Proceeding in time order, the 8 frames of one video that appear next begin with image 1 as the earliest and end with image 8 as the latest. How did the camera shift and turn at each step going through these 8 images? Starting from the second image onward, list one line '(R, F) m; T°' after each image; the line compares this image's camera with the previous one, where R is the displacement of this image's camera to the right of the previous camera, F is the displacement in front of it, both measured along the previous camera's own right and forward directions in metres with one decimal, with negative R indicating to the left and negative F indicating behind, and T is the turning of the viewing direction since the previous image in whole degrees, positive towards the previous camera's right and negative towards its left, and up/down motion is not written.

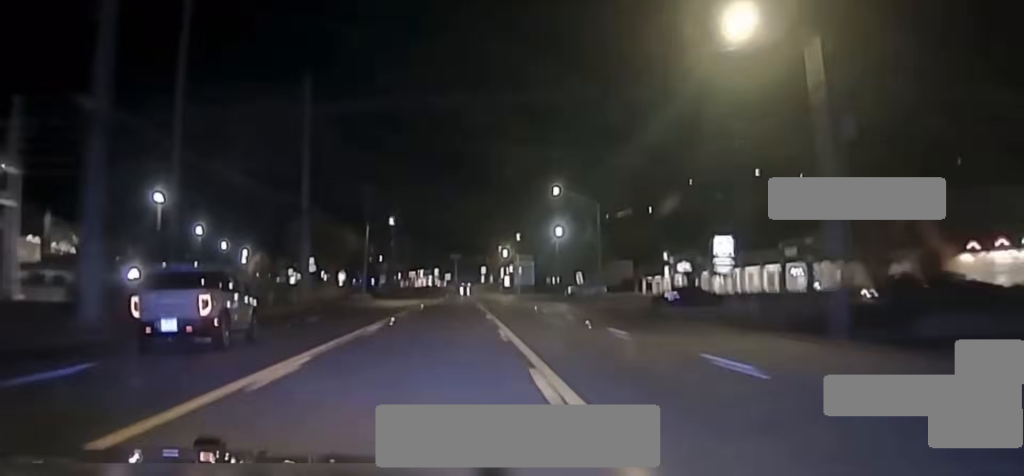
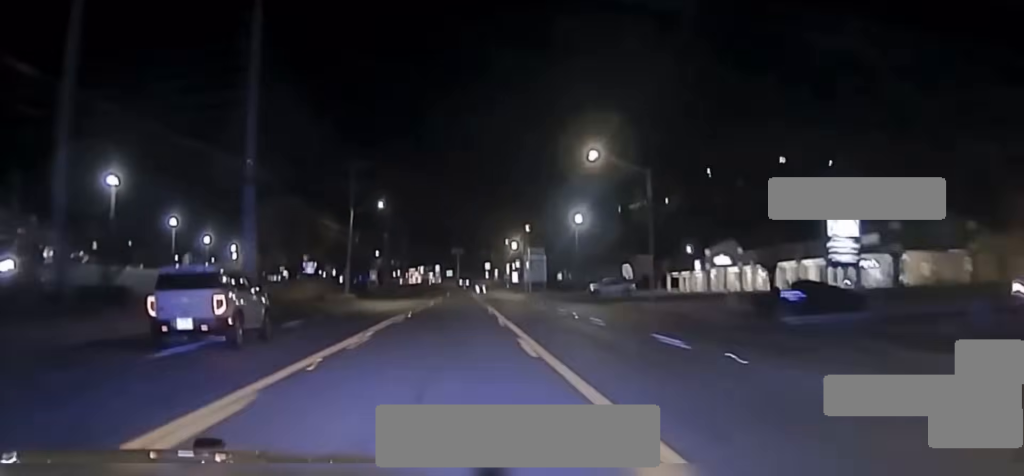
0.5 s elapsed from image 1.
(-0.2, +17.9) m; 0°
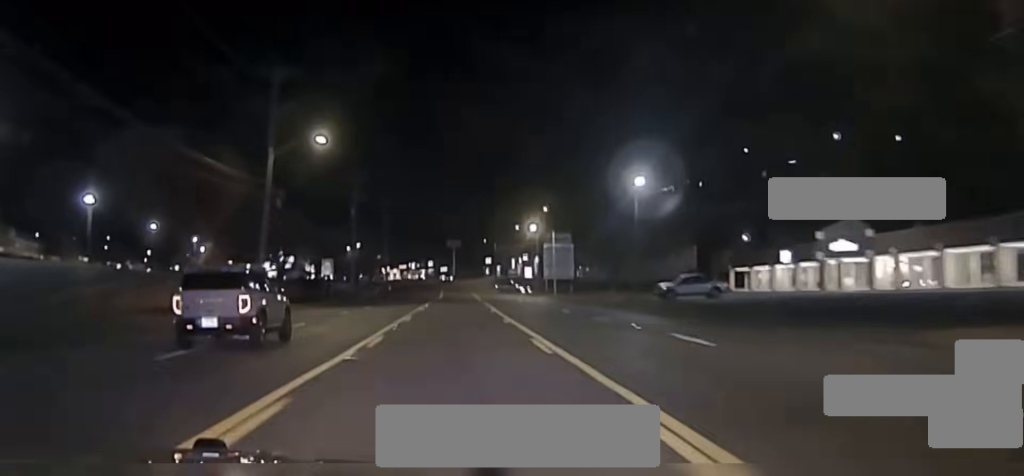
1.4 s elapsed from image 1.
(+0.3, +37.9) m; 0°
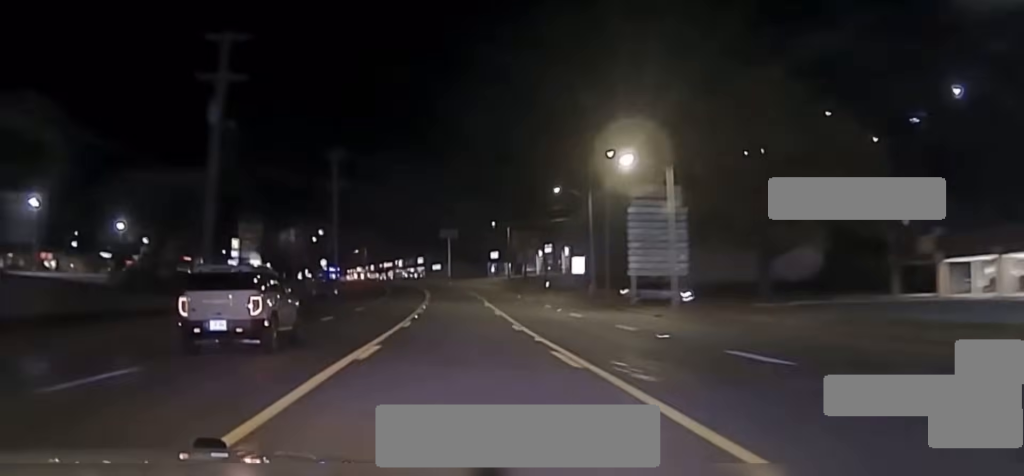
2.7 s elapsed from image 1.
(-0.1, +53.2) m; -1°
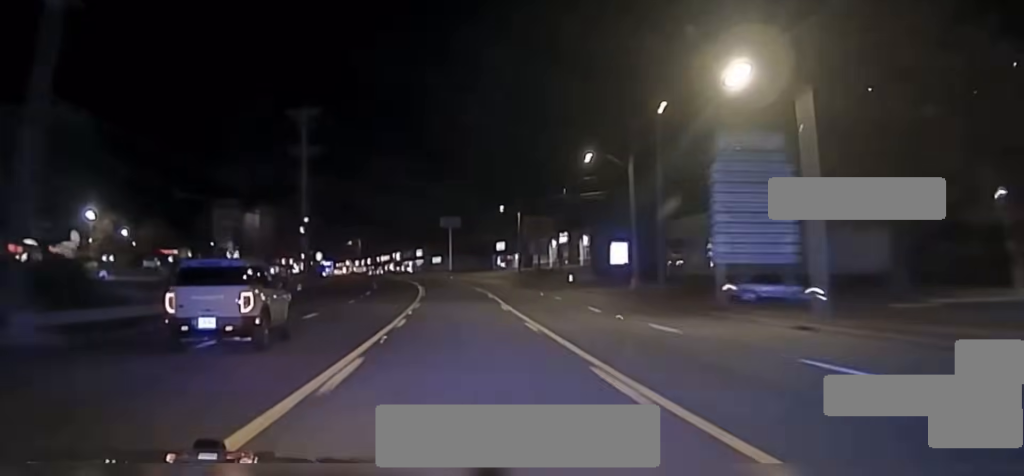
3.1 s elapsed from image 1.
(-0.1, +17.0) m; 0°
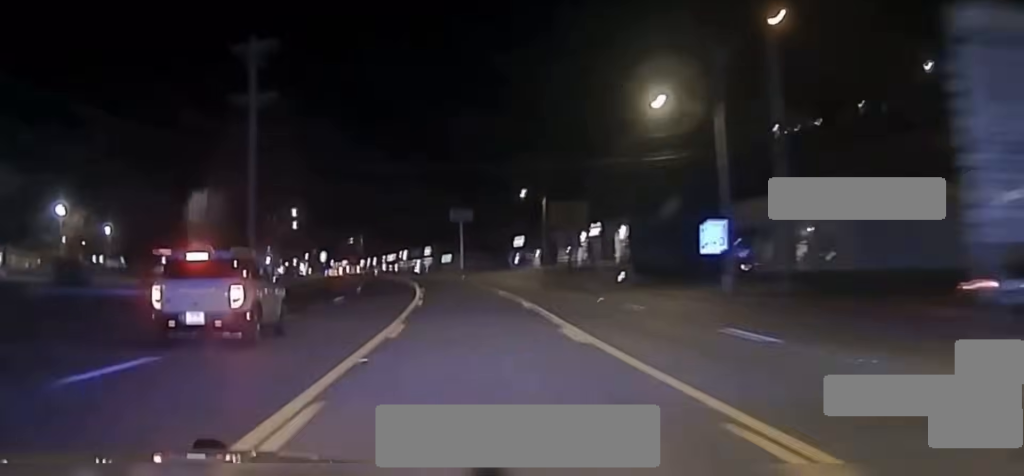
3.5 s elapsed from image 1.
(0.0, +18.7) m; 0°
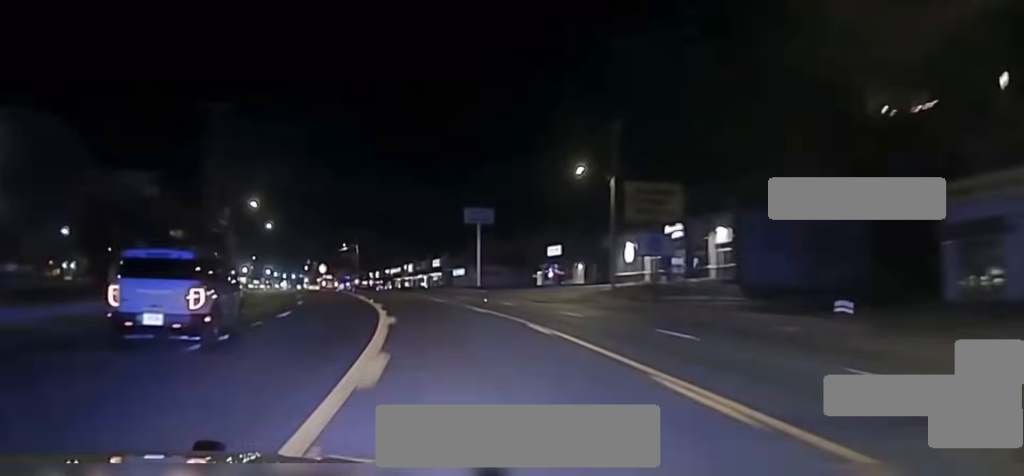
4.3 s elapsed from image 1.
(-0.3, +31.4) m; -2°
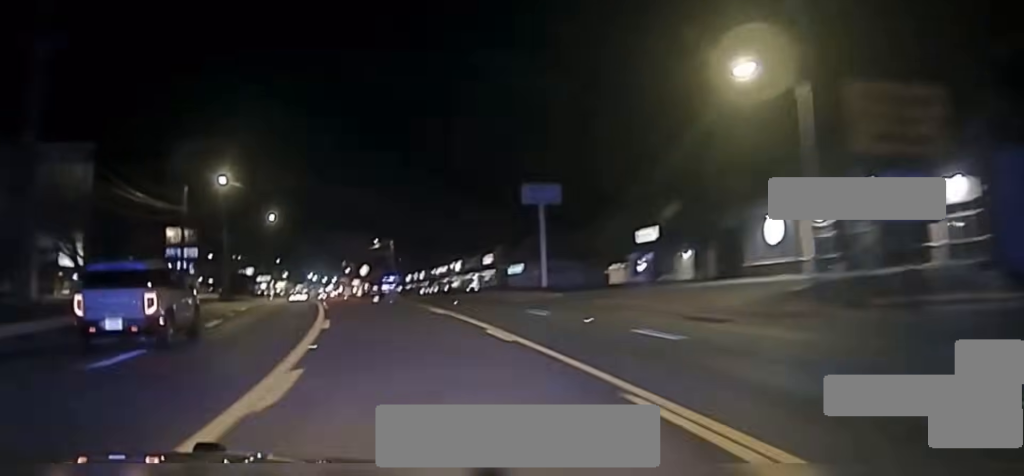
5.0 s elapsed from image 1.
(-0.3, +25.5) m; -3°
